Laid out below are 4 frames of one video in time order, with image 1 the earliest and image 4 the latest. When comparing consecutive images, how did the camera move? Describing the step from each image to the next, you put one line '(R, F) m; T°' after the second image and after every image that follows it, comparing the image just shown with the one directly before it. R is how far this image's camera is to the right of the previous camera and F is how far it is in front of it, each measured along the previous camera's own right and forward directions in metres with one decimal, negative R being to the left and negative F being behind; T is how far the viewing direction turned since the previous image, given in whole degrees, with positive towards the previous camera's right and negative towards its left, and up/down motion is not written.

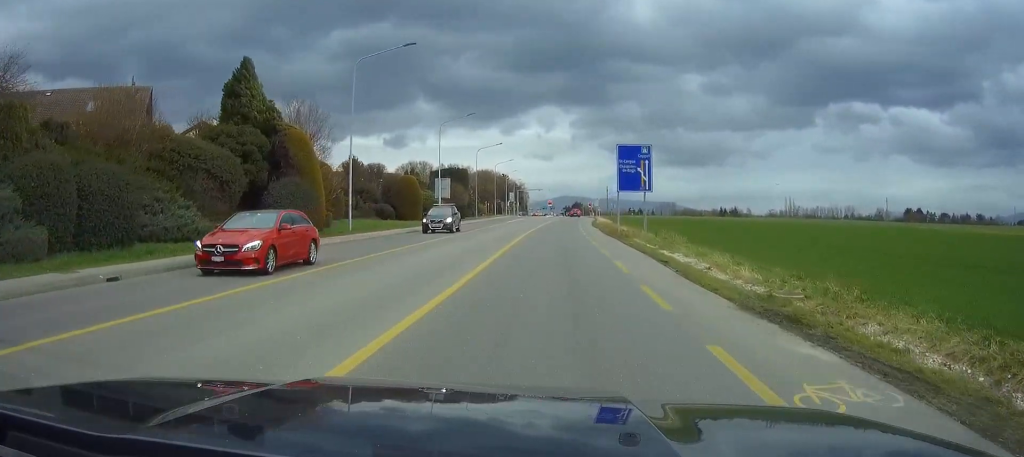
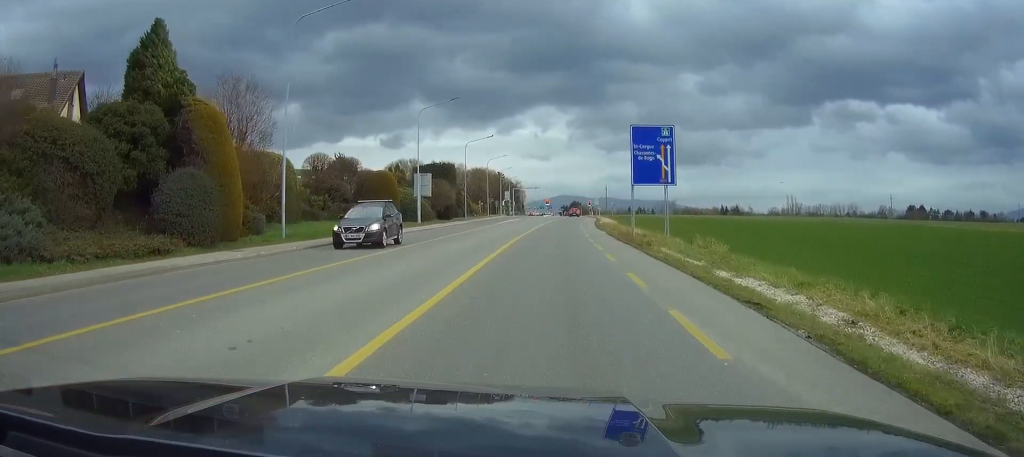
(0.0, +9.6) m; 0°
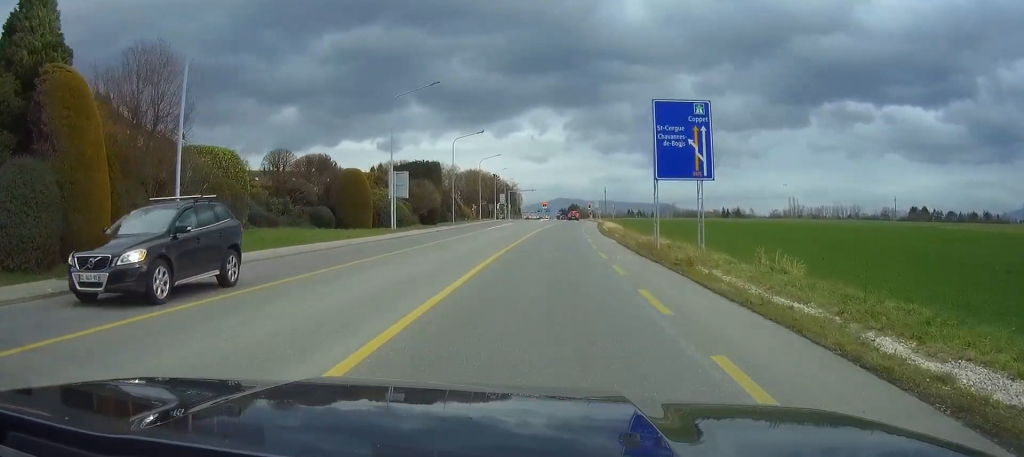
(+0.1, +8.9) m; 0°
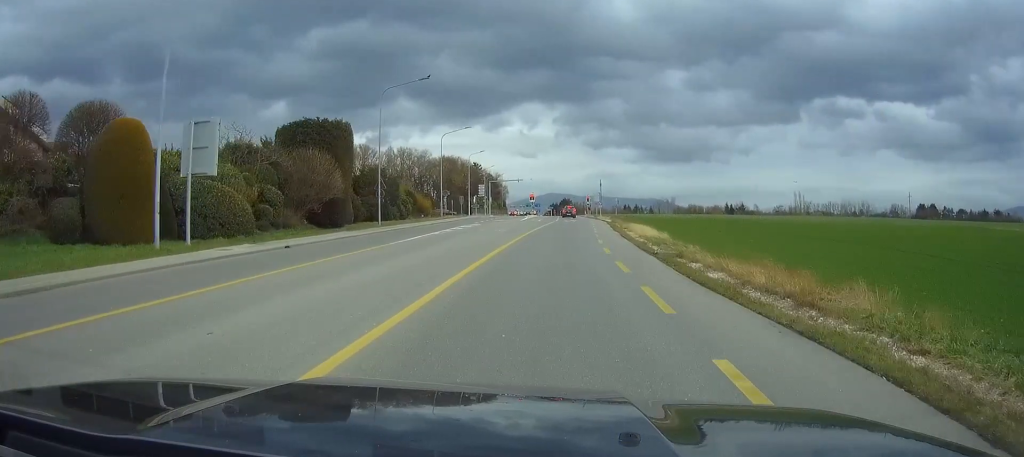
(+0.1, +29.8) m; +1°
